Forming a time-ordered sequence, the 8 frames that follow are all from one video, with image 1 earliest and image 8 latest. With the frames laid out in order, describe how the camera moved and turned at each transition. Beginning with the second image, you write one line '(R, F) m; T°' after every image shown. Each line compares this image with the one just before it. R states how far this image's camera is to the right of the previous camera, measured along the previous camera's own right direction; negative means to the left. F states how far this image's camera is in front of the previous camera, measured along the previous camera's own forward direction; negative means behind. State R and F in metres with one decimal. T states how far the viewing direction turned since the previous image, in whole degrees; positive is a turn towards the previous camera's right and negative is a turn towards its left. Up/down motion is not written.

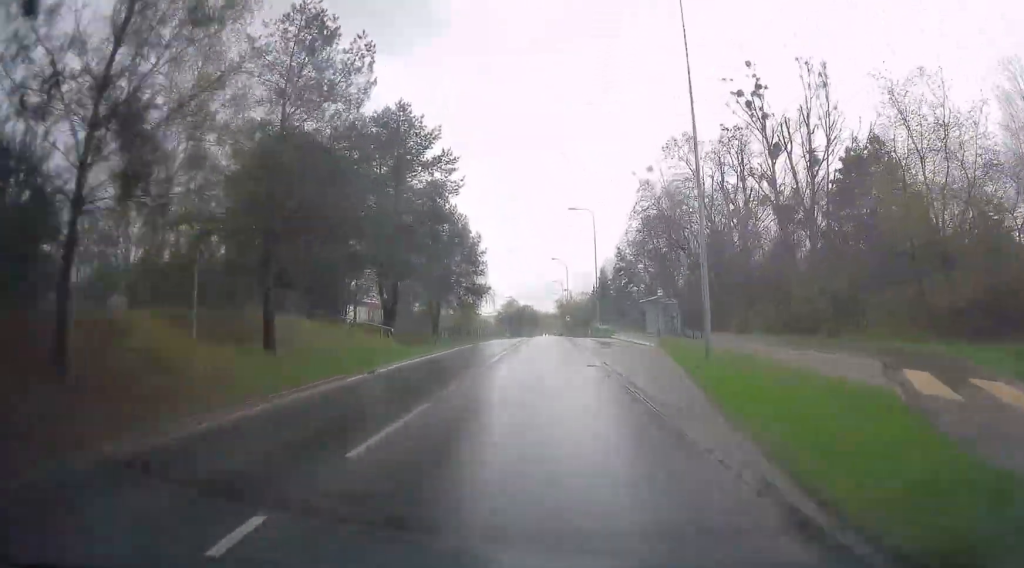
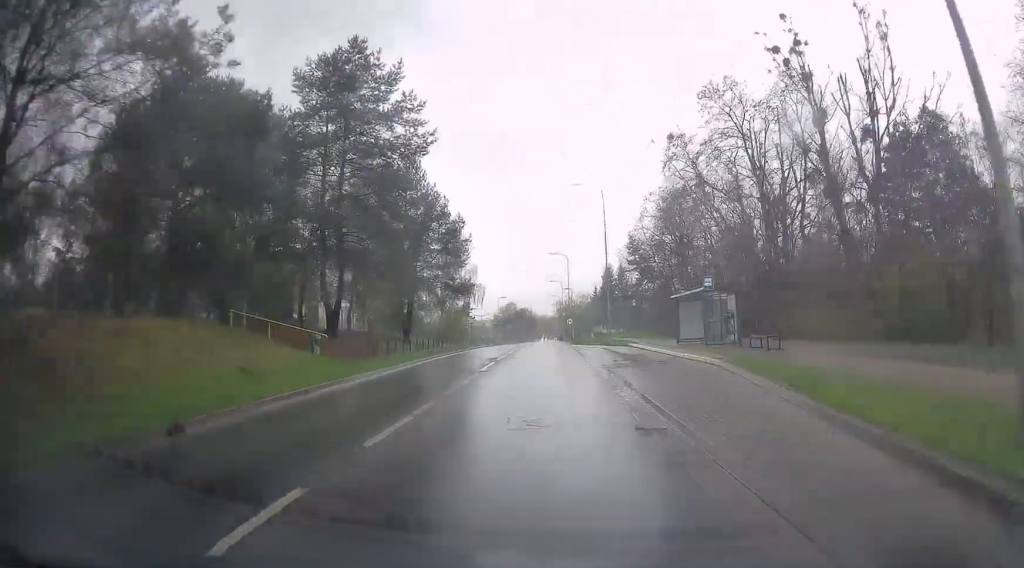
(0.0, +11.2) m; +1°
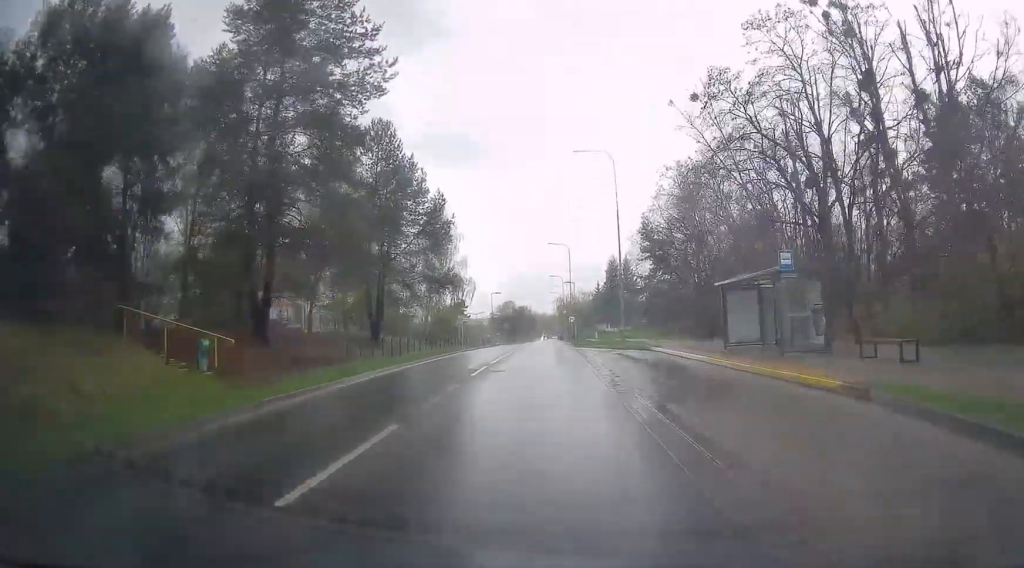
(+0.1, +8.5) m; 0°
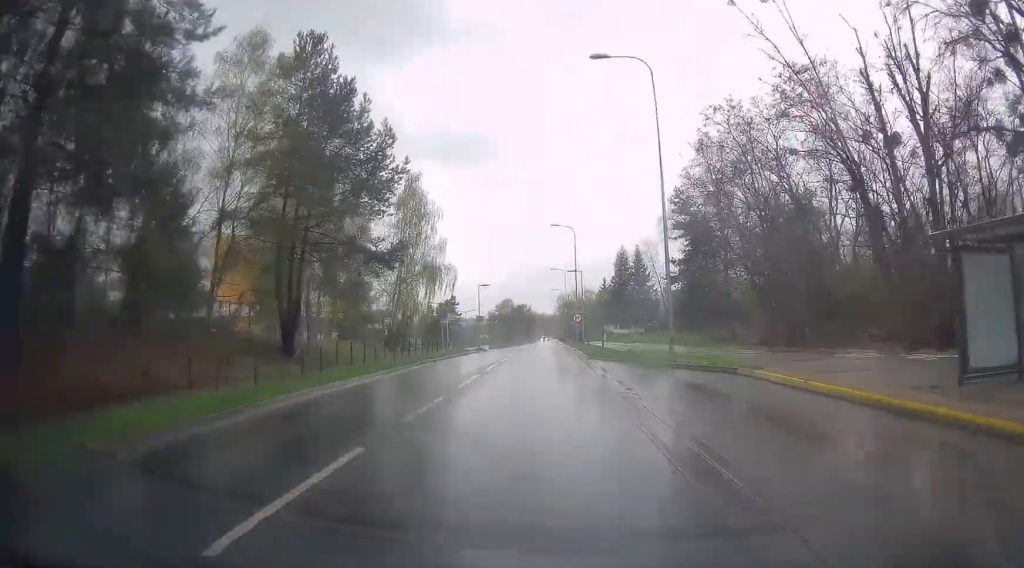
(+0.1, +13.8) m; 0°
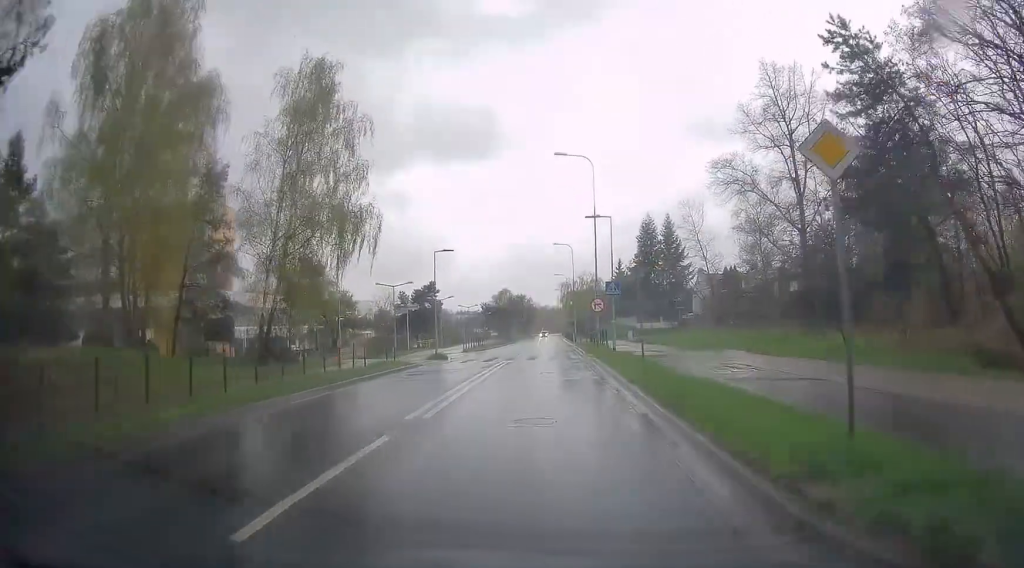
(-0.1, +23.7) m; -1°
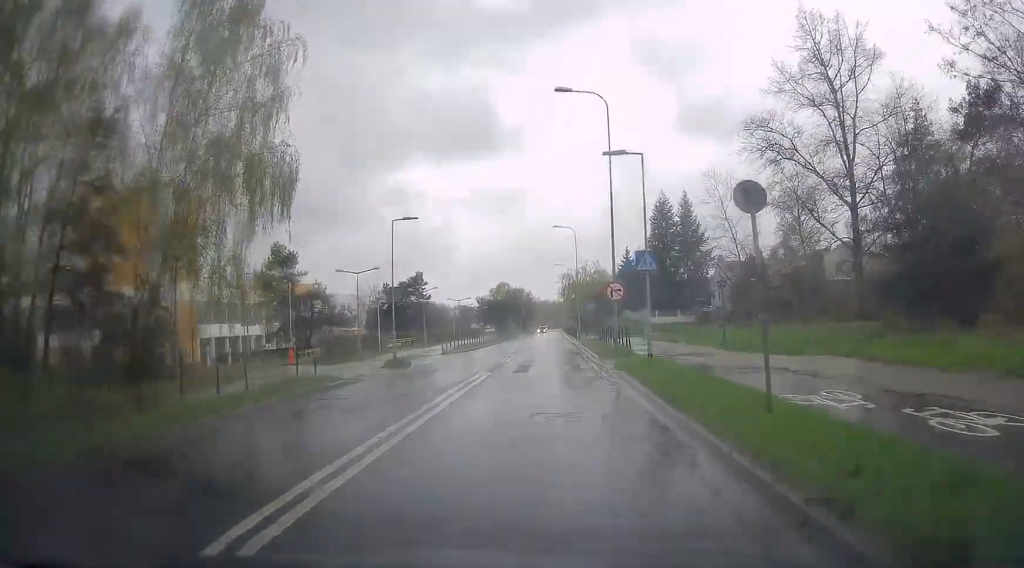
(0.0, +9.8) m; 0°
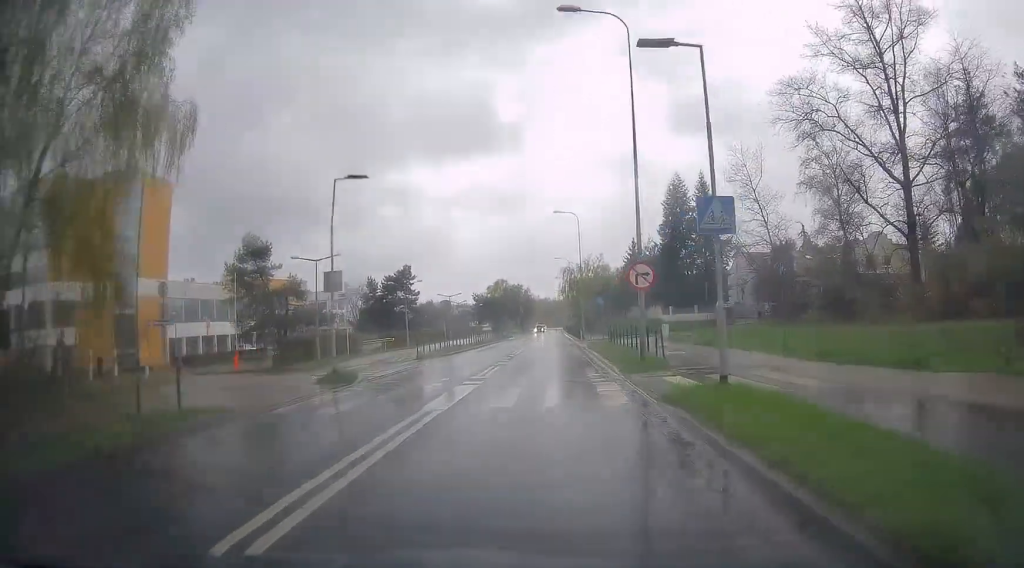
(0.0, +7.4) m; +1°
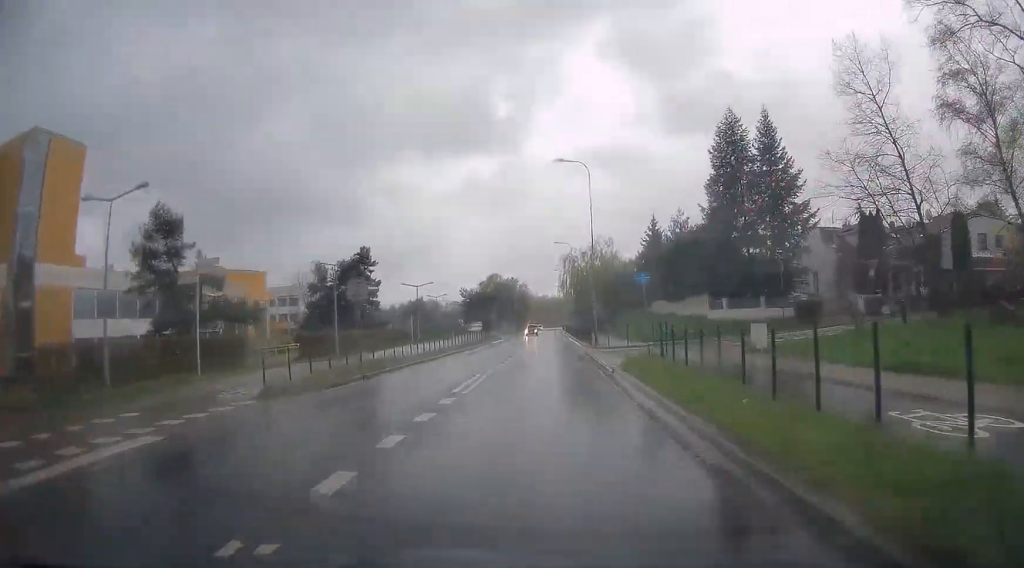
(+0.2, +17.8) m; +1°
